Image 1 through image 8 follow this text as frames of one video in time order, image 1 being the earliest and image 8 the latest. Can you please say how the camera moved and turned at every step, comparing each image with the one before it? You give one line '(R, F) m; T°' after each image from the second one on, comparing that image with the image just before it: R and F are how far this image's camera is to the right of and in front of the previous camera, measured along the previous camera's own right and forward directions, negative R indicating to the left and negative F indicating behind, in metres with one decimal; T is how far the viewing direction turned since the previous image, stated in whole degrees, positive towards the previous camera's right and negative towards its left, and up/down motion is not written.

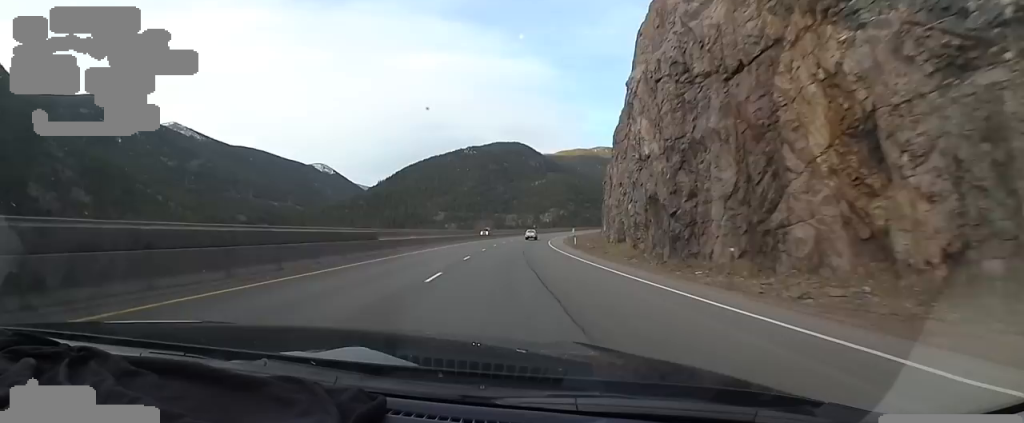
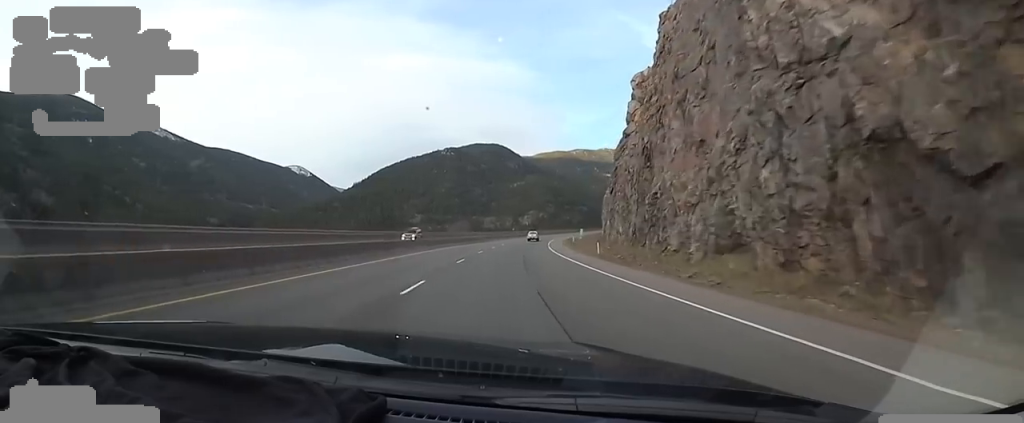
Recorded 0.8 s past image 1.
(-0.3, +25.4) m; +2°
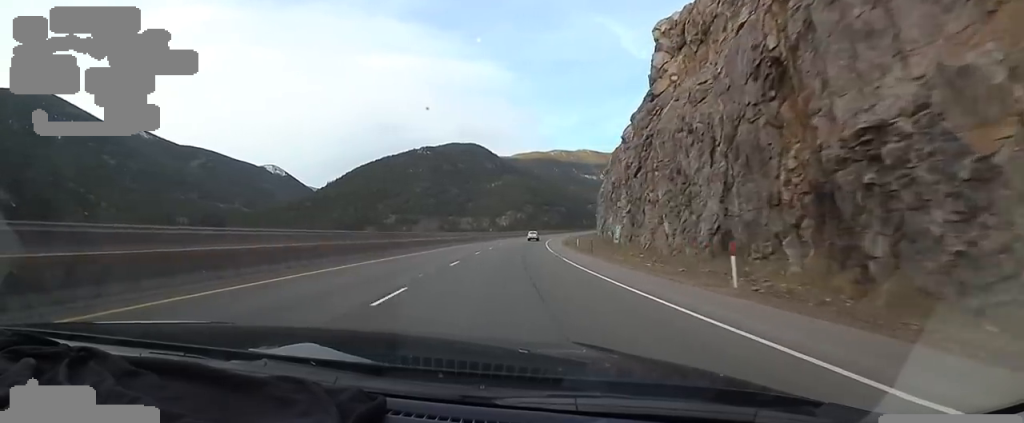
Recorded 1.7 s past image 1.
(+1.0, +25.5) m; +2°
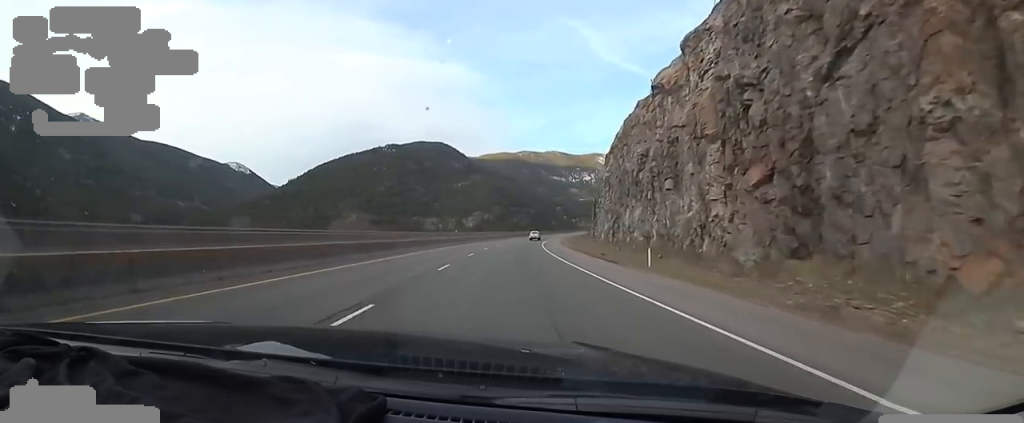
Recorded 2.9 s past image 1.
(+0.2, +39.0) m; +5°
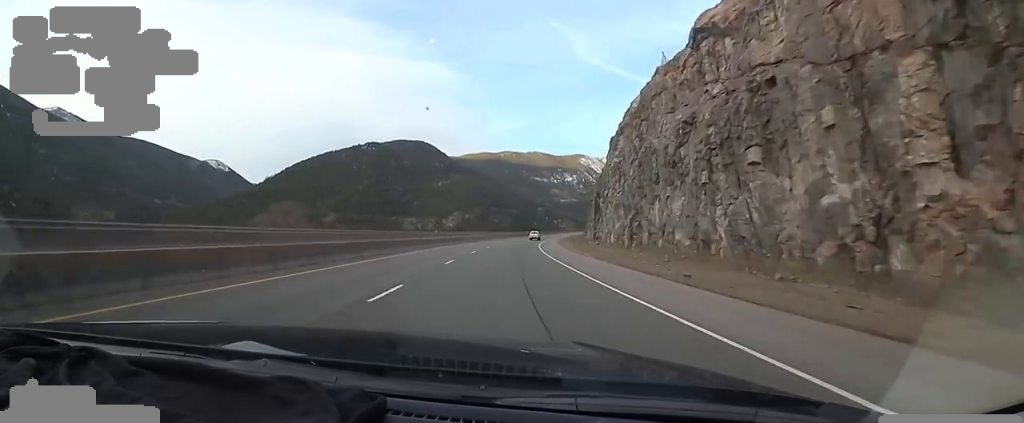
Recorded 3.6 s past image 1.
(+1.6, +20.4) m; +4°
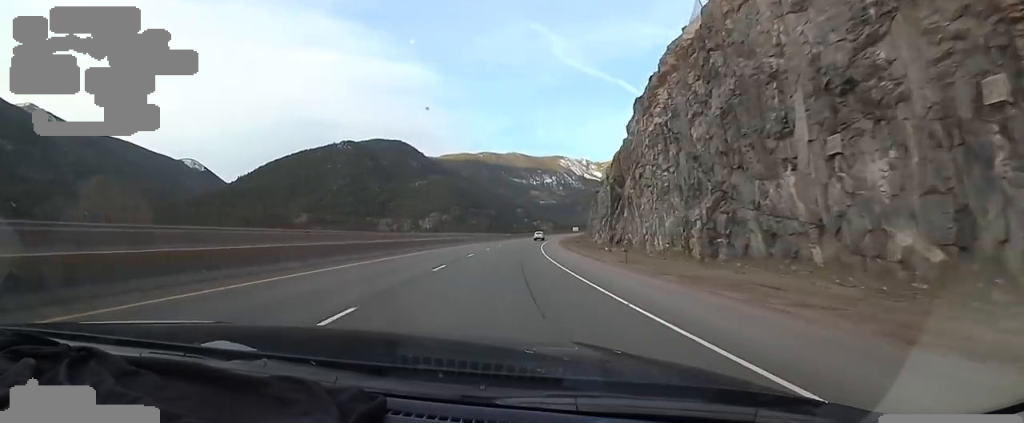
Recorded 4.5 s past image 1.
(+1.3, +27.4) m; +2°
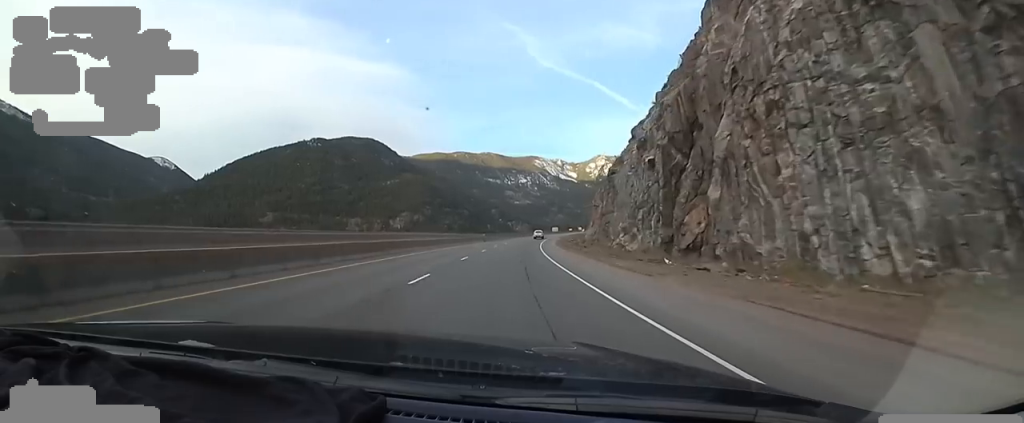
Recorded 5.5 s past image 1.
(0.0, +29.3) m; +1°
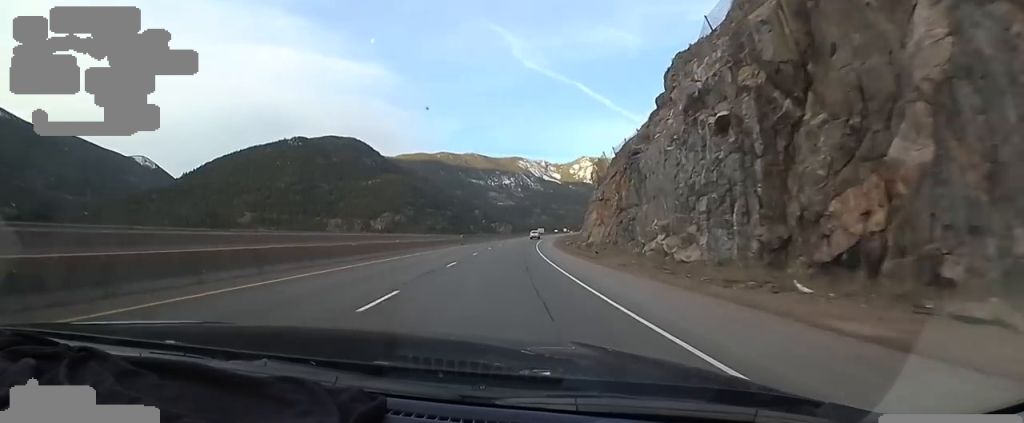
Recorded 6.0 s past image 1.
(-0.6, +16.2) m; +1°
